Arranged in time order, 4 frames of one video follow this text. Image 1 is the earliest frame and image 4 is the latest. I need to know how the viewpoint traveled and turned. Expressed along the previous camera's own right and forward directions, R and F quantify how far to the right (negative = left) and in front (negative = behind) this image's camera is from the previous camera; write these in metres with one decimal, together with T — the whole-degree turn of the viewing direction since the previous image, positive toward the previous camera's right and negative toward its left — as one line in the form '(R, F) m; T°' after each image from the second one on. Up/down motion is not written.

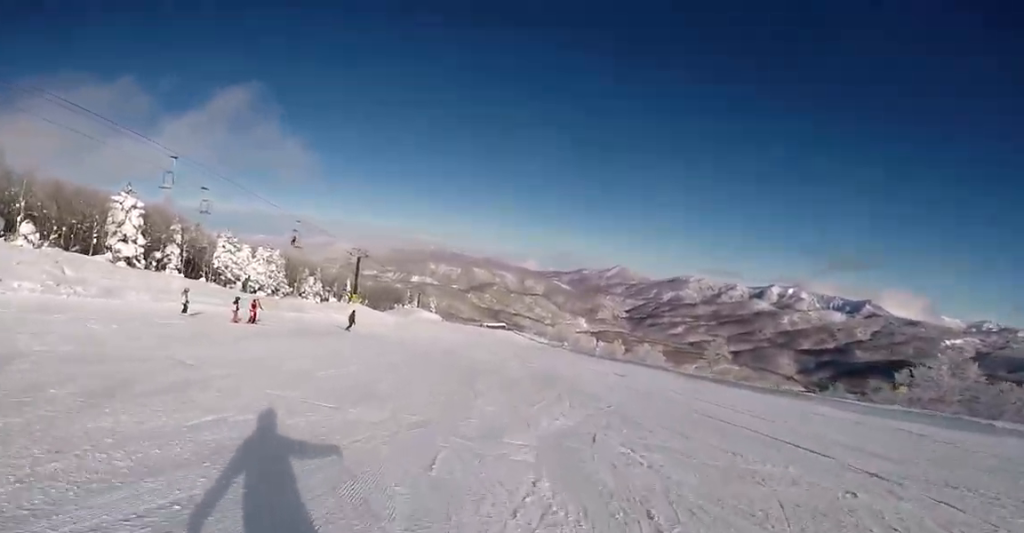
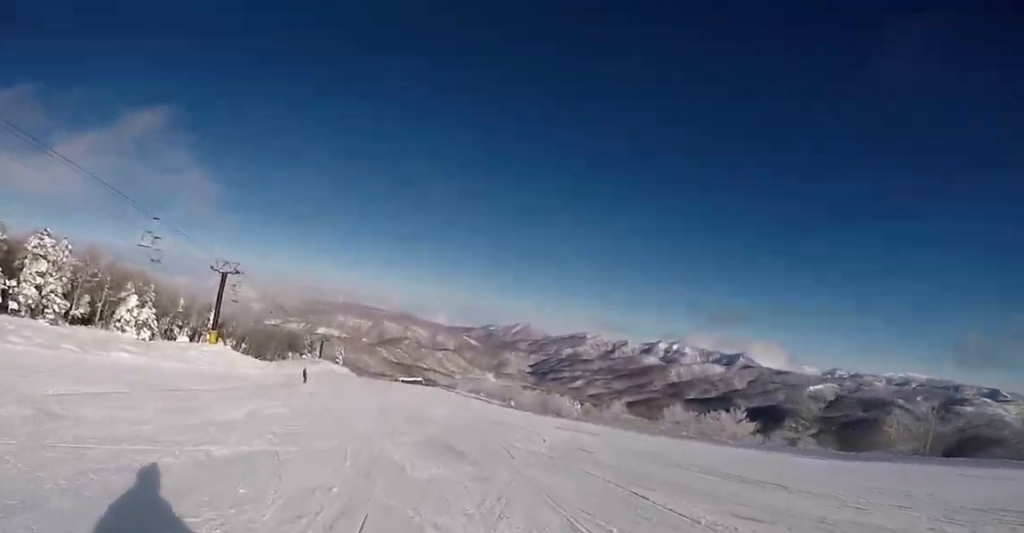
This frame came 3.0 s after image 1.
(+2.3, +27.9) m; +3°
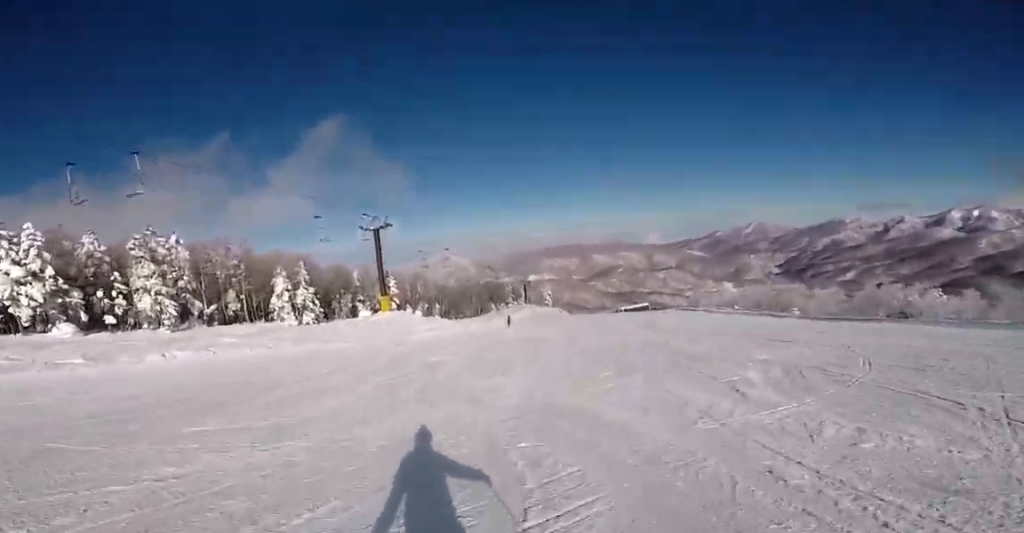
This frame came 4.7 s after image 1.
(-1.8, +15.8) m; -5°
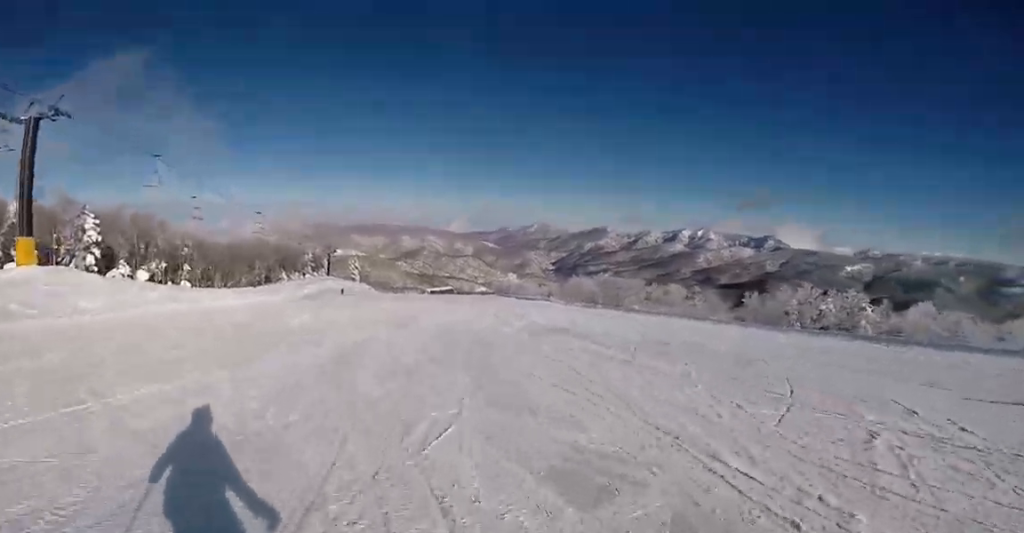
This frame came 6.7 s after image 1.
(+2.1, +19.6) m; 0°
